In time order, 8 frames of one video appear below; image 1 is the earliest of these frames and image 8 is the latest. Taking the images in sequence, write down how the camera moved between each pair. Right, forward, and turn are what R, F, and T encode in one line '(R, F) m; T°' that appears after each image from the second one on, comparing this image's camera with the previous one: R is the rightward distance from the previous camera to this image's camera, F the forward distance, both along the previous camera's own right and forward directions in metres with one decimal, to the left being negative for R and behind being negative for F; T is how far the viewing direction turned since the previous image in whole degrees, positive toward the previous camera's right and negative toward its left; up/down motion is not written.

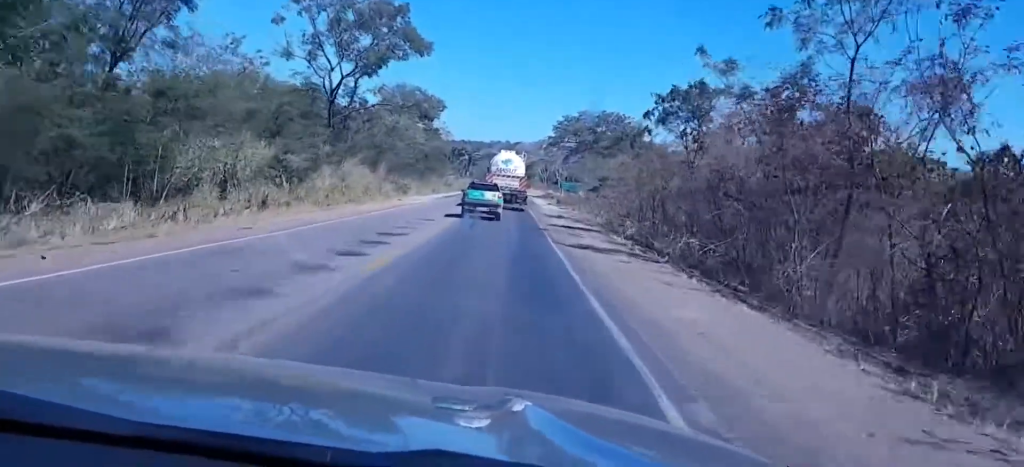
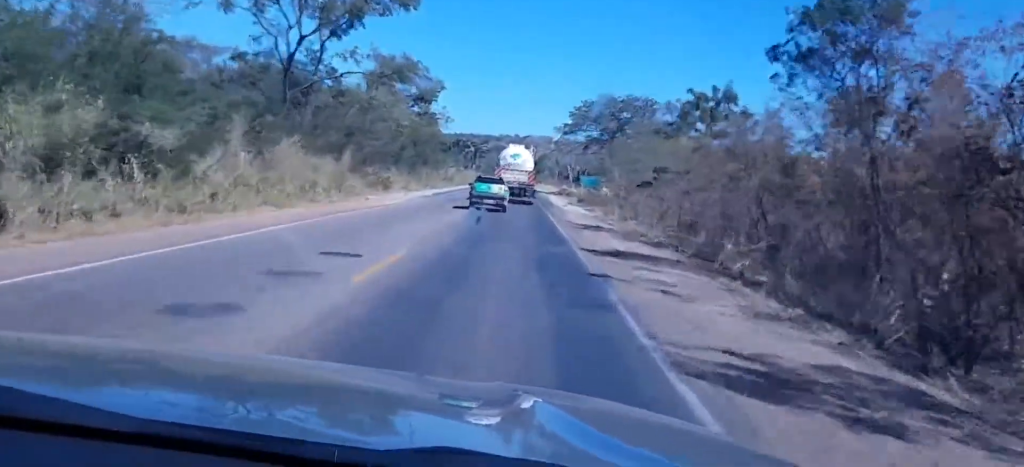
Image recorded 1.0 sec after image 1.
(+0.2, +18.6) m; -1°
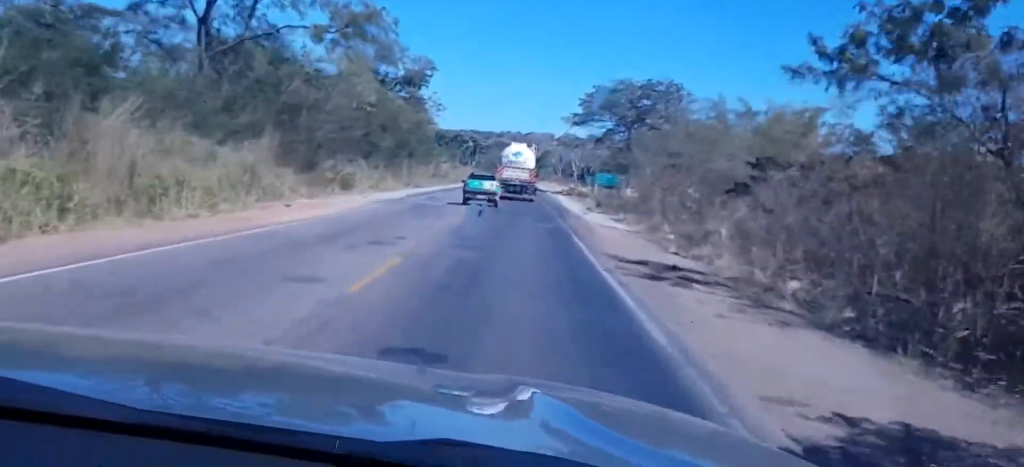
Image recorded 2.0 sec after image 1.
(-0.4, +17.0) m; -1°
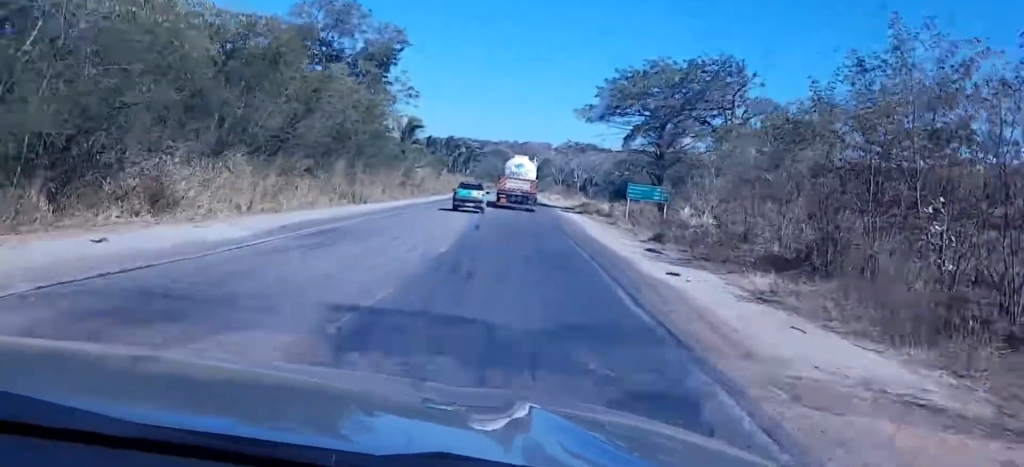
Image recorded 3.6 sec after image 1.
(+0.8, +27.8) m; +2°
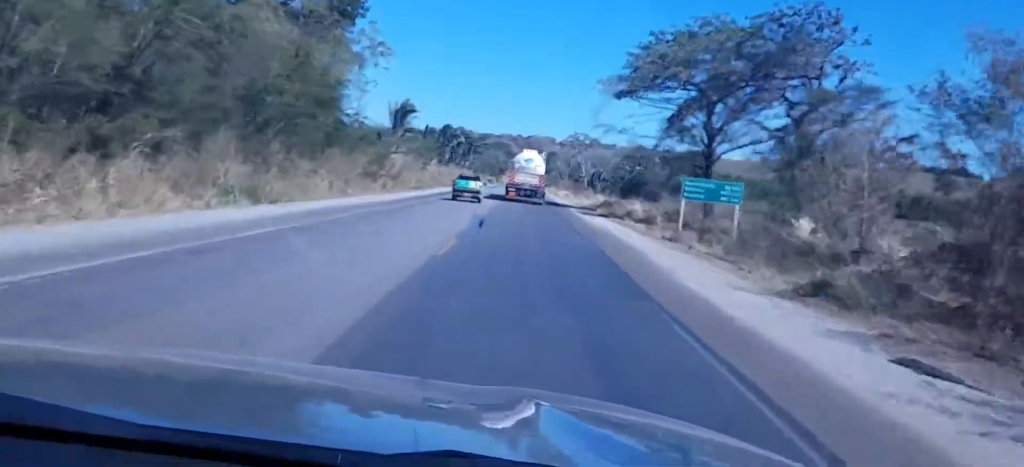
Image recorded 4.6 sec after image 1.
(-0.4, +19.7) m; -2°
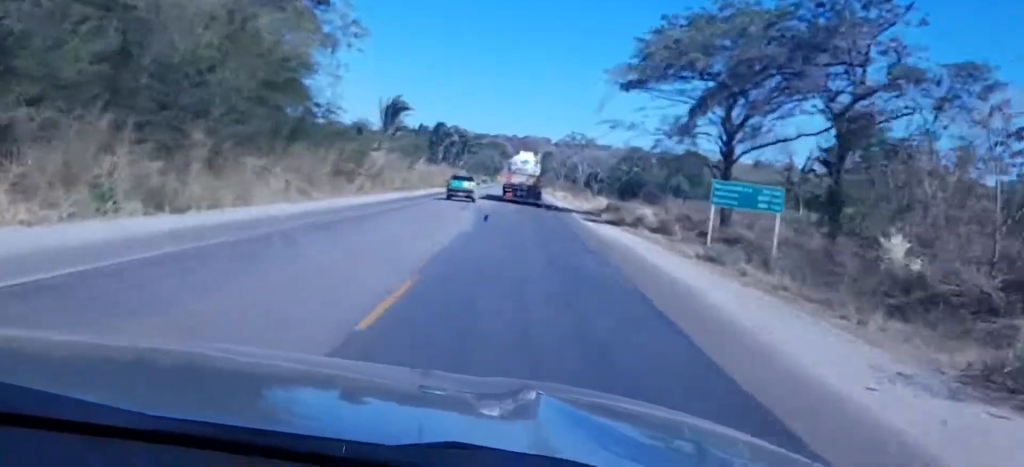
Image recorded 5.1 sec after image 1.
(-0.1, +8.2) m; 0°
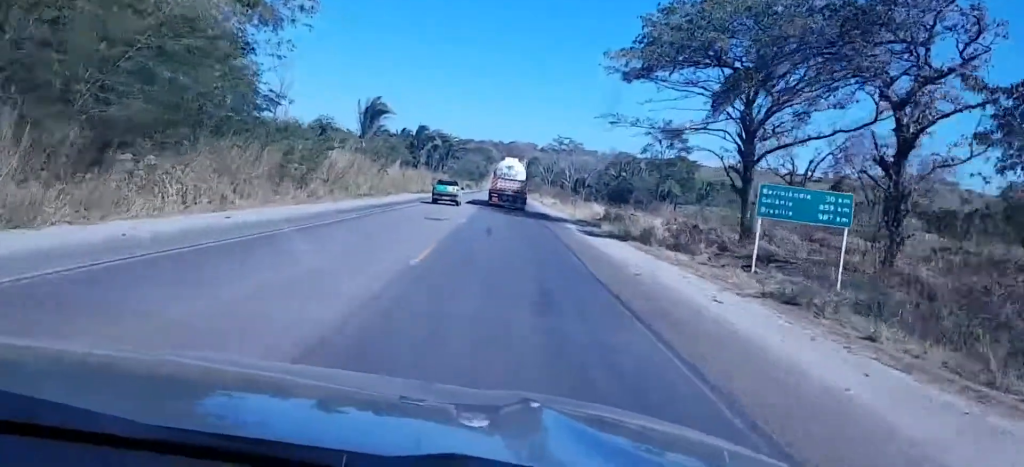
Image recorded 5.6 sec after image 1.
(-0.2, +9.0) m; 0°
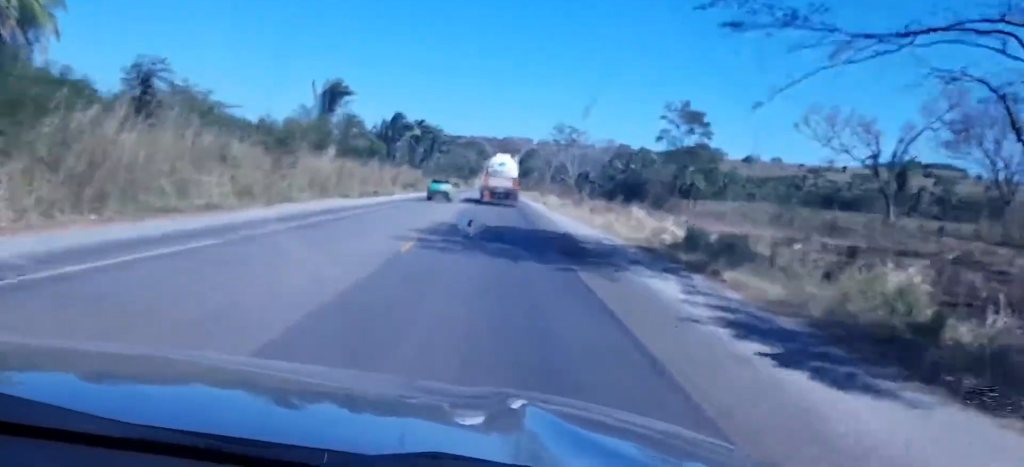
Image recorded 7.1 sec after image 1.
(+1.4, +30.5) m; +3°
